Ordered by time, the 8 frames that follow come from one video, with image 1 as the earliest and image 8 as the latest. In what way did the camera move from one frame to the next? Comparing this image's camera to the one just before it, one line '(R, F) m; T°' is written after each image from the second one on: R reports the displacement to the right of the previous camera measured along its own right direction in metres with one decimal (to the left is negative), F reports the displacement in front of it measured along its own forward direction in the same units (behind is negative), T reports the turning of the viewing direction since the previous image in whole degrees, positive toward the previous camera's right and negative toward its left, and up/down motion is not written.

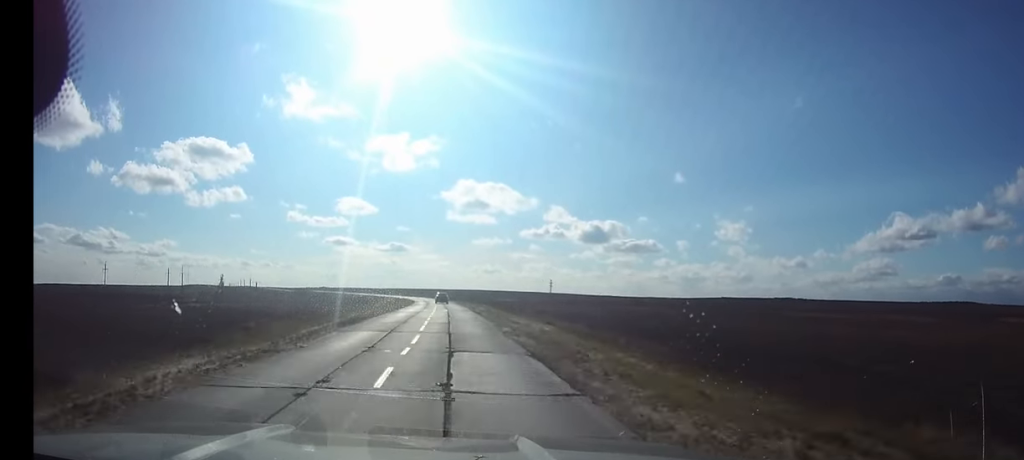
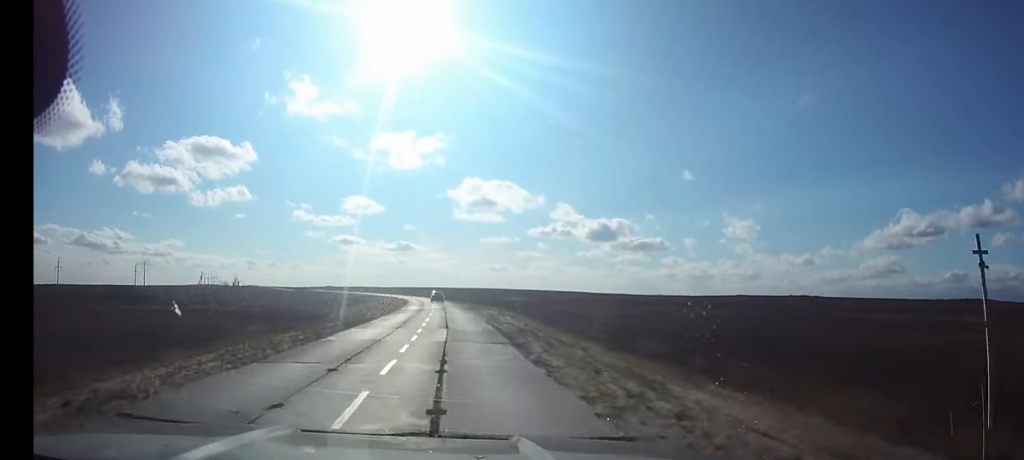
(-0.2, +28.3) m; -1°
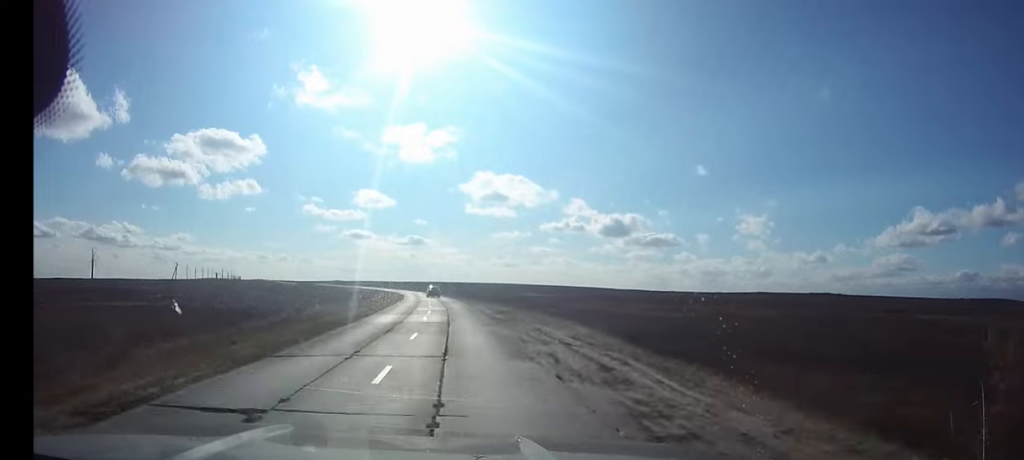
(-0.3, +29.3) m; -2°
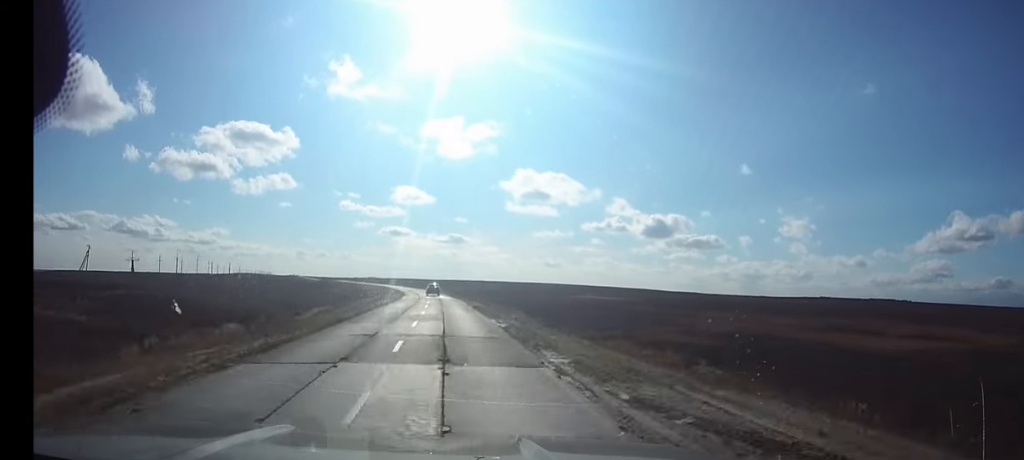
(-2.4, +67.8) m; -4°
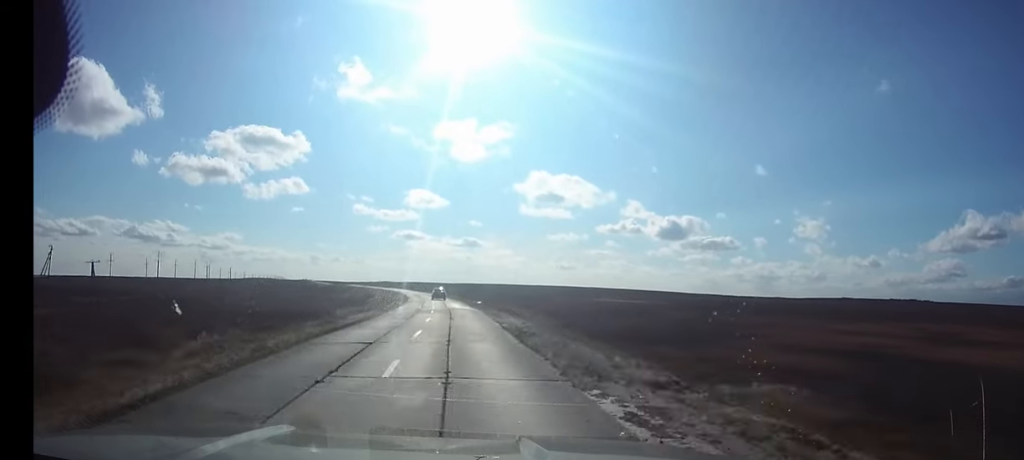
(-0.1, +18.2) m; -1°
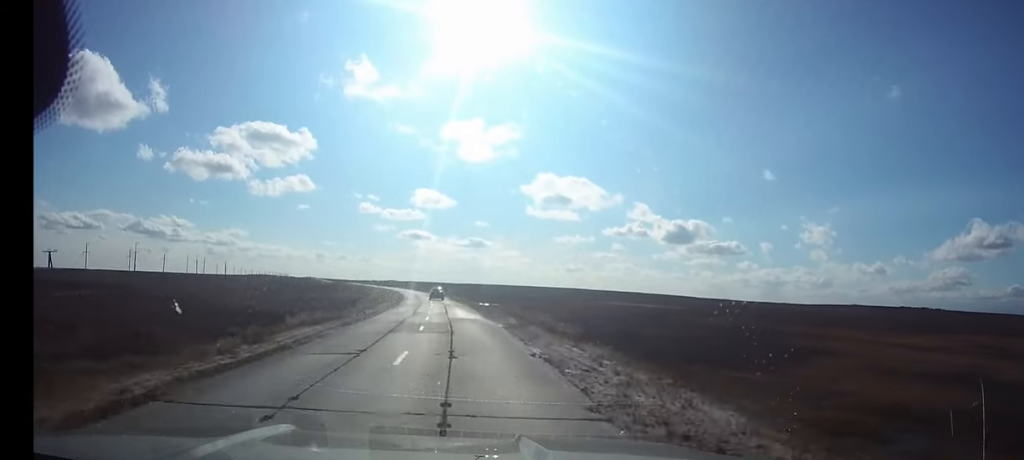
(-0.2, +14.2) m; -1°
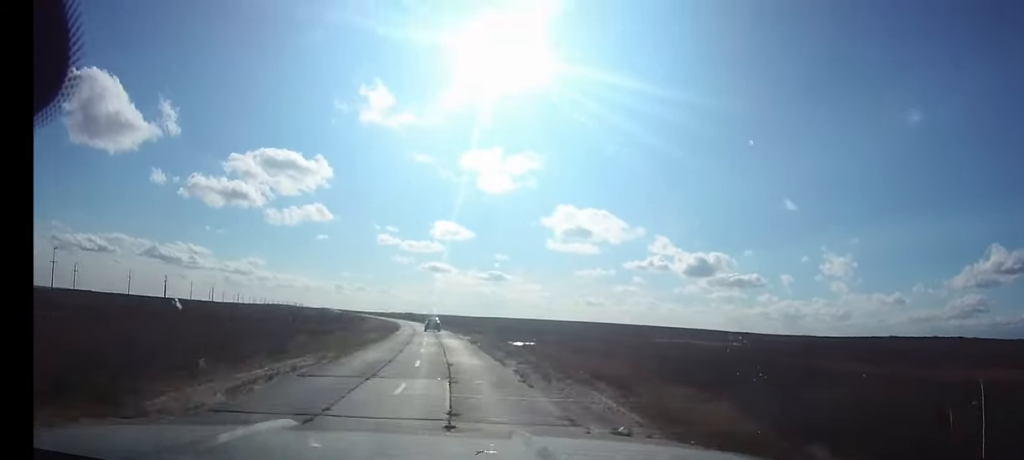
(-0.7, +40.7) m; -2°
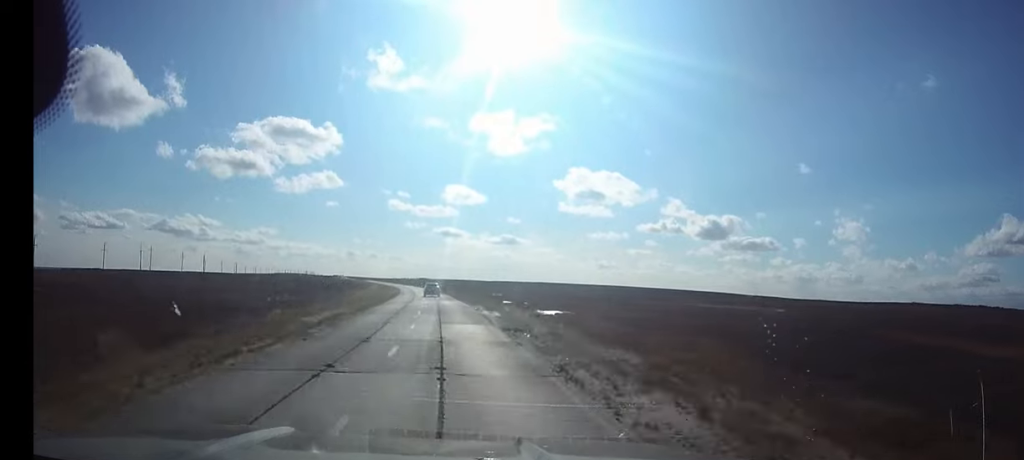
(-0.3, +22.6) m; -1°
